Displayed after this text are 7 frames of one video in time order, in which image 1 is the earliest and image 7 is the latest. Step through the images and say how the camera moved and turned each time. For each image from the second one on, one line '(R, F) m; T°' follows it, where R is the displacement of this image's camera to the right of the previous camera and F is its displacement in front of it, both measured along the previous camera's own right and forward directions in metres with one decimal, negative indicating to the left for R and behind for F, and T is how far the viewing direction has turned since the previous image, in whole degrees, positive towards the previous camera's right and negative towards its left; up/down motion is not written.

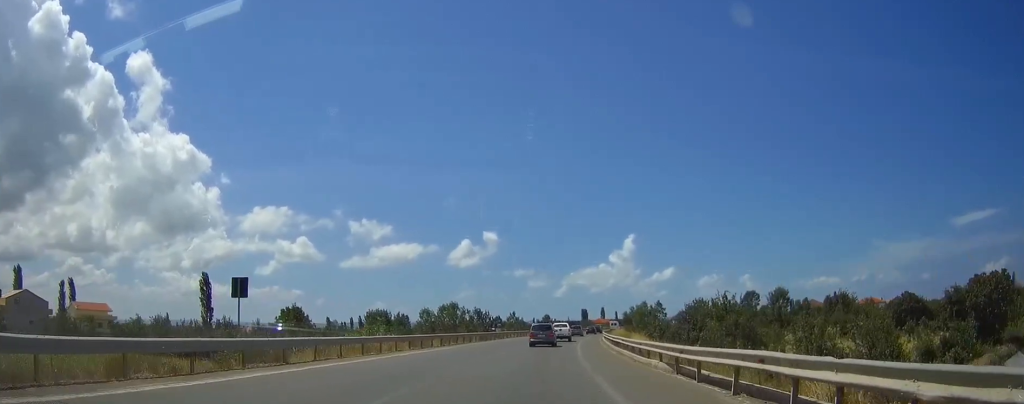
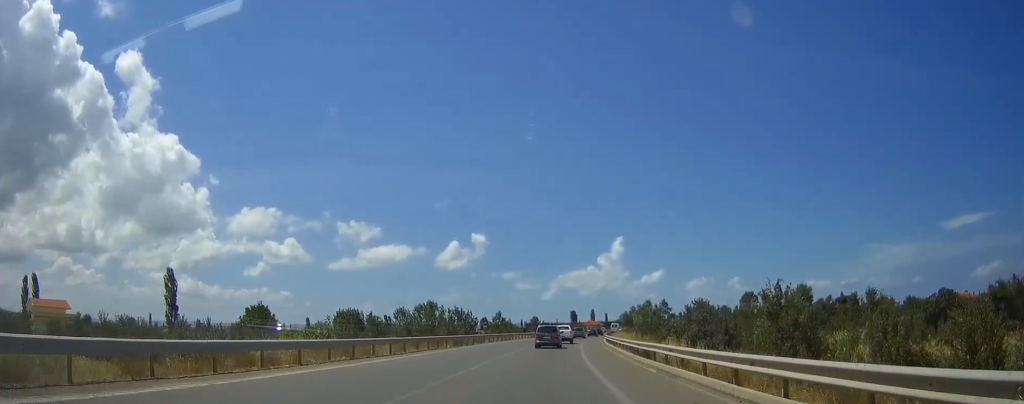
(+0.1, +13.5) m; +1°
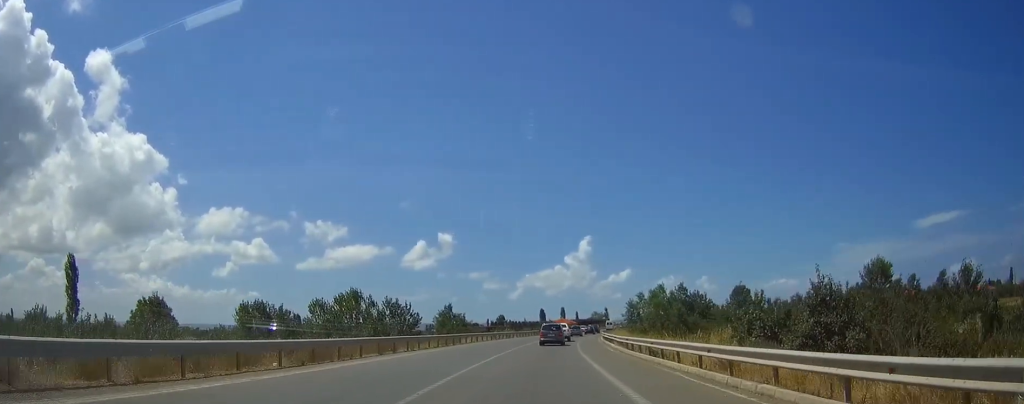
(+0.6, +31.5) m; +2°
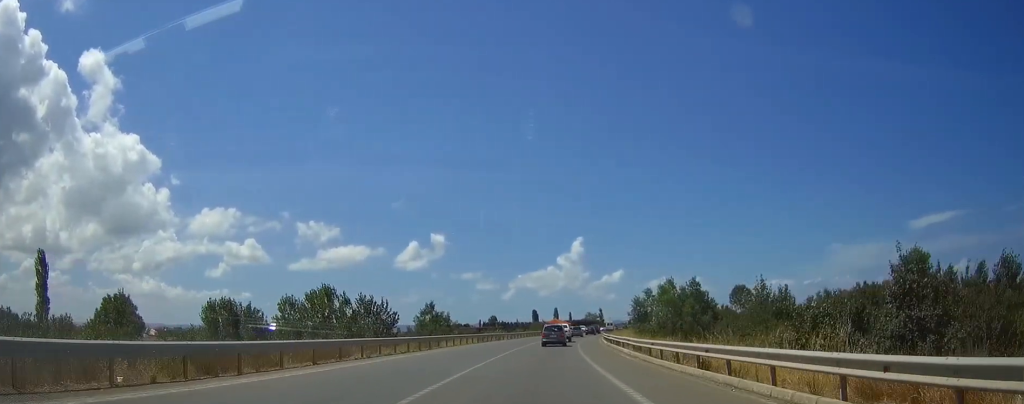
(0.0, +9.1) m; 0°
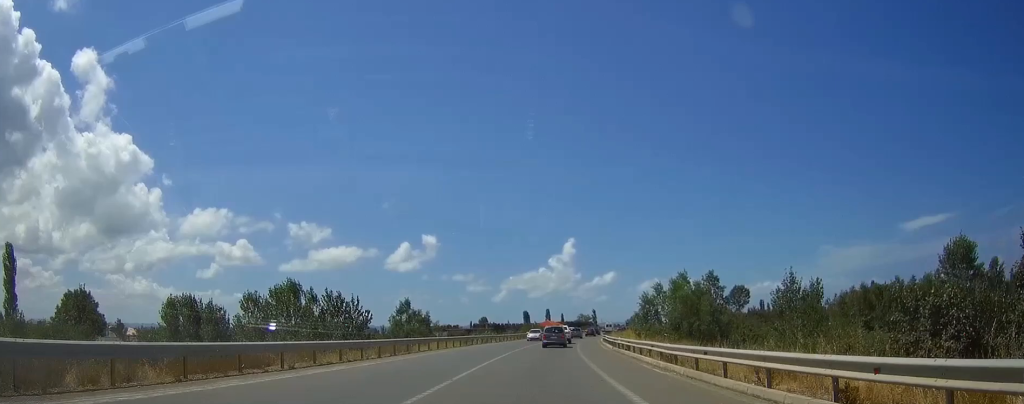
(0.0, +9.0) m; +1°
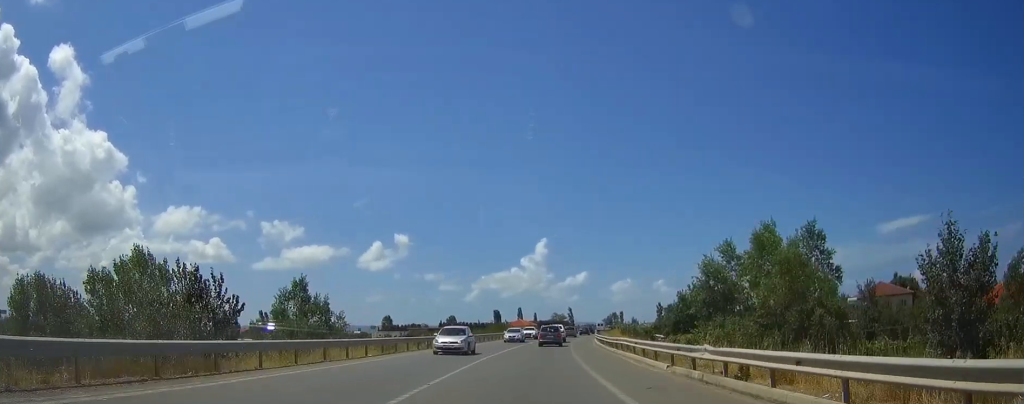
(+0.4, +24.3) m; +2°
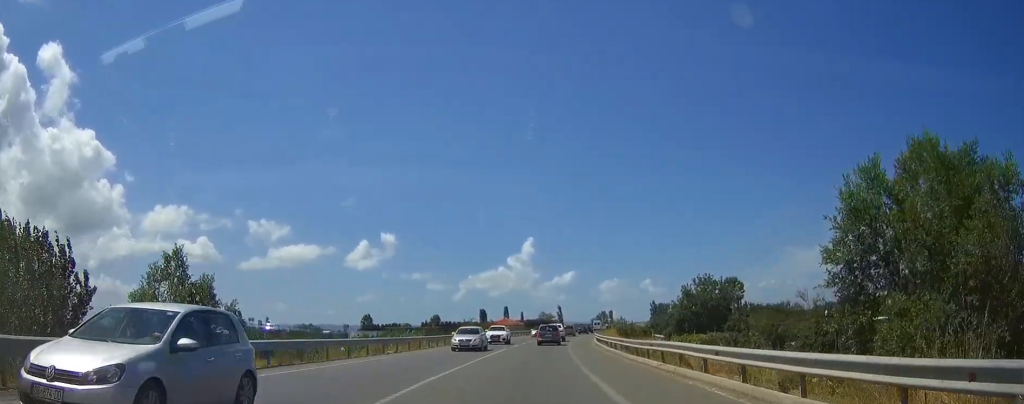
(+0.1, +13.9) m; +1°
